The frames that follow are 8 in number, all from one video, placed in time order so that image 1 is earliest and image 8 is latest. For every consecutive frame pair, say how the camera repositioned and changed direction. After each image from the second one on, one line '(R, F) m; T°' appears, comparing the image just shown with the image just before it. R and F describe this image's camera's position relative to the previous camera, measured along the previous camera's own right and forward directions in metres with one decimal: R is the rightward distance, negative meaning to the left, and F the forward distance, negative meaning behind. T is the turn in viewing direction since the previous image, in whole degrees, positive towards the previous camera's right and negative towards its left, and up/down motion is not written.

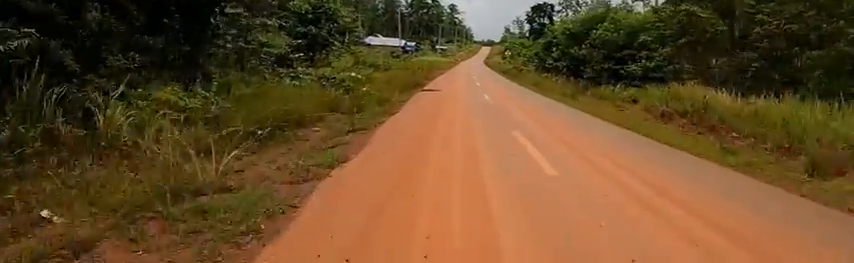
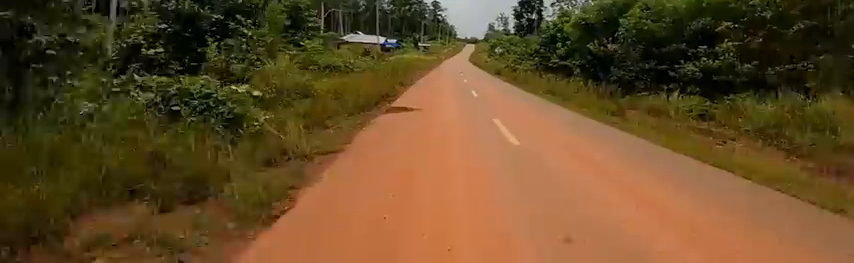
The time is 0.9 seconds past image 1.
(+0.1, +7.4) m; +2°
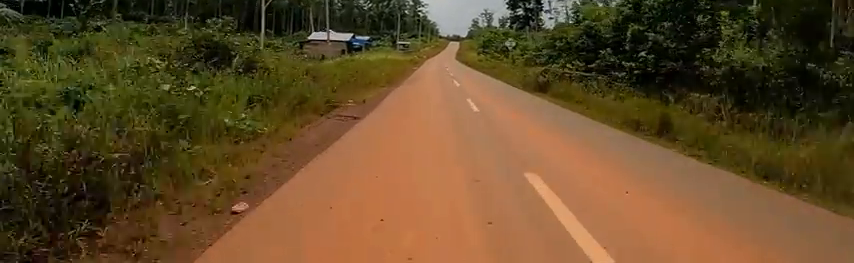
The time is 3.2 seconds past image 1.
(+0.3, +21.5) m; 0°
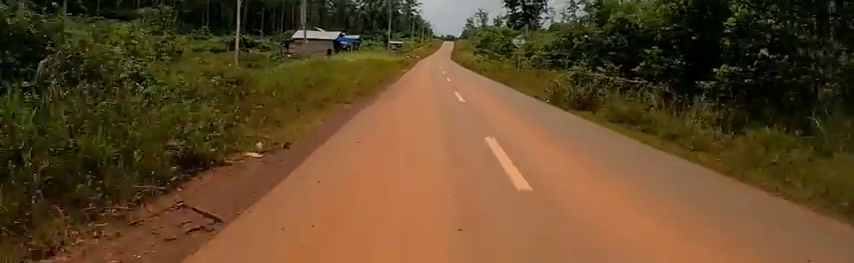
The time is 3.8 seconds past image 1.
(0.0, +6.5) m; 0°
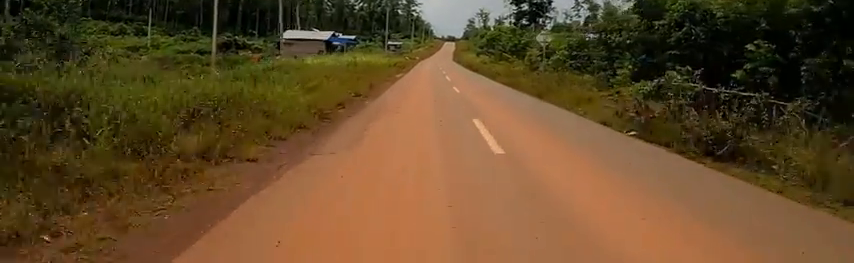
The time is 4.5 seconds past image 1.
(0.0, +6.6) m; 0°
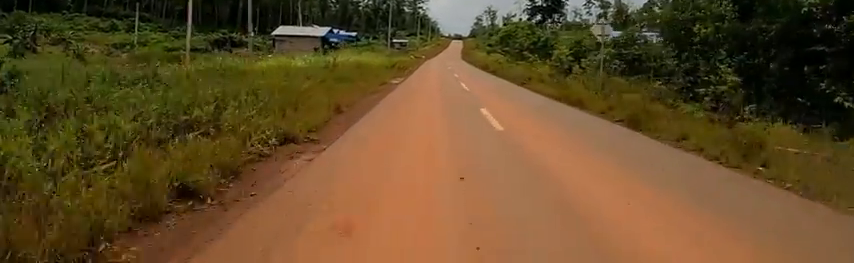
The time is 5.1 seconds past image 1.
(0.0, +7.1) m; 0°
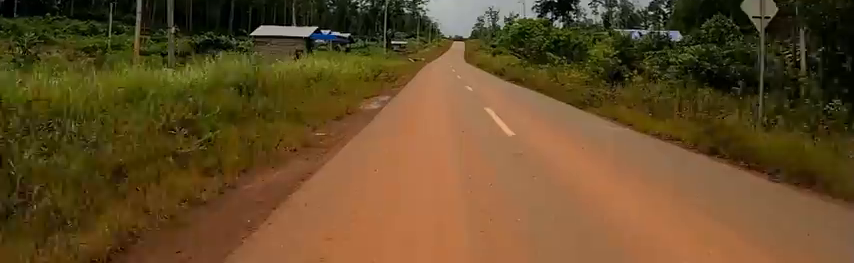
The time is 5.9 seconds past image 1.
(0.0, +8.5) m; -1°
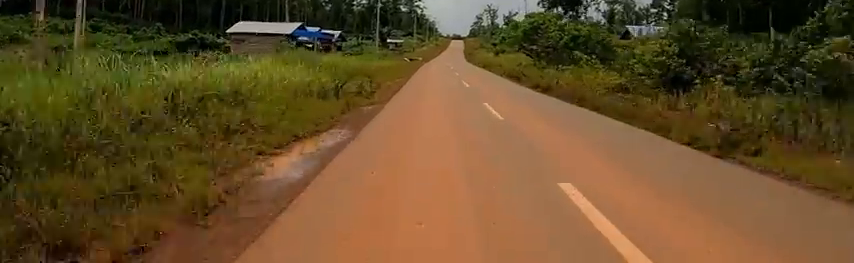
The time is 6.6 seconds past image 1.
(0.0, +6.8) m; -1°
